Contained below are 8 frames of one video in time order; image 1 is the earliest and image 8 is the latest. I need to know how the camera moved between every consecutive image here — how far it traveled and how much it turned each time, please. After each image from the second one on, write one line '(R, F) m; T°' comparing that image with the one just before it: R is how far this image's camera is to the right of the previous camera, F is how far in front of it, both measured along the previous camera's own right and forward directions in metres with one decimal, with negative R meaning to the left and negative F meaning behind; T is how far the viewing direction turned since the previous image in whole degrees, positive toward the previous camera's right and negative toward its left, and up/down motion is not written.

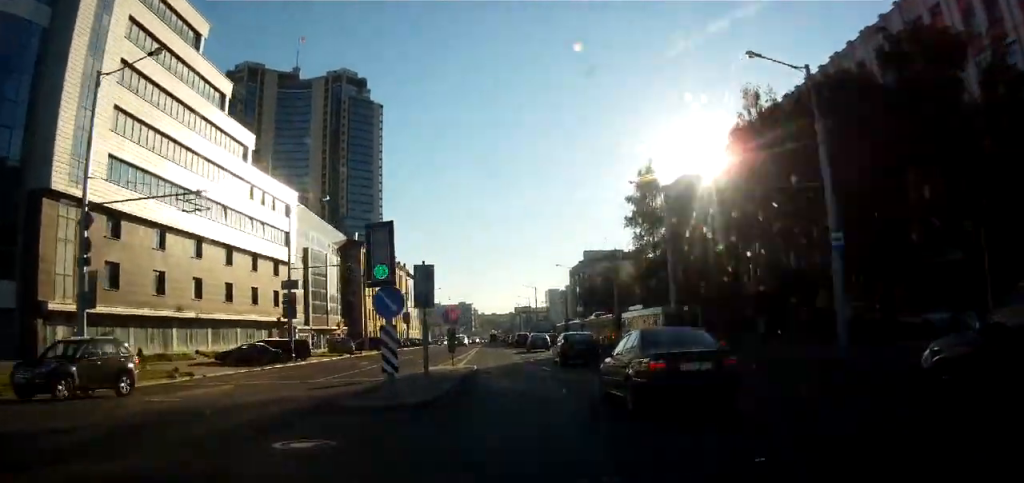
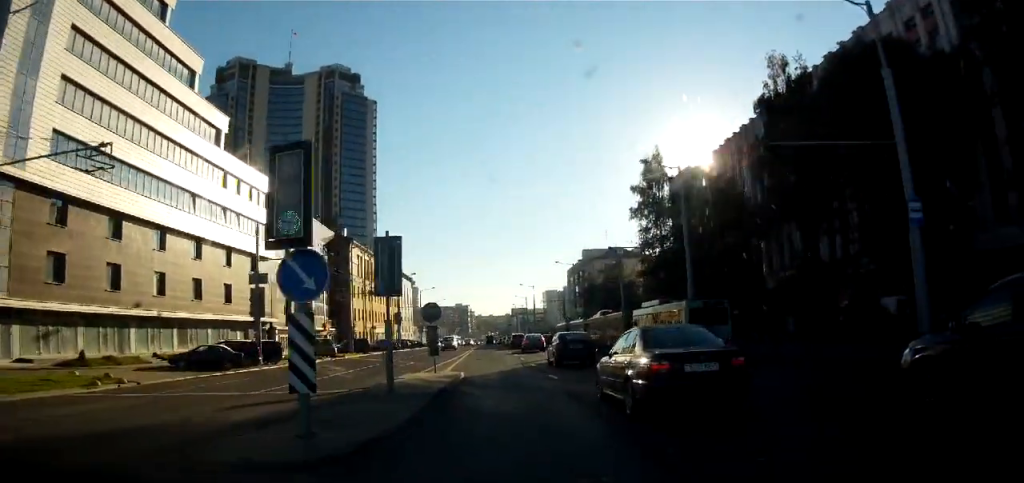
(-0.1, +5.5) m; -1°
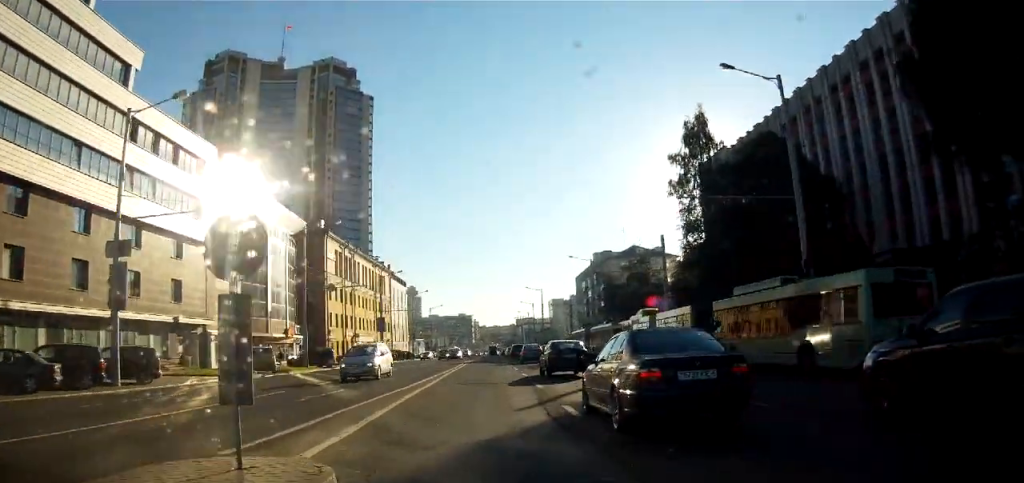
(-0.2, +16.9) m; -3°
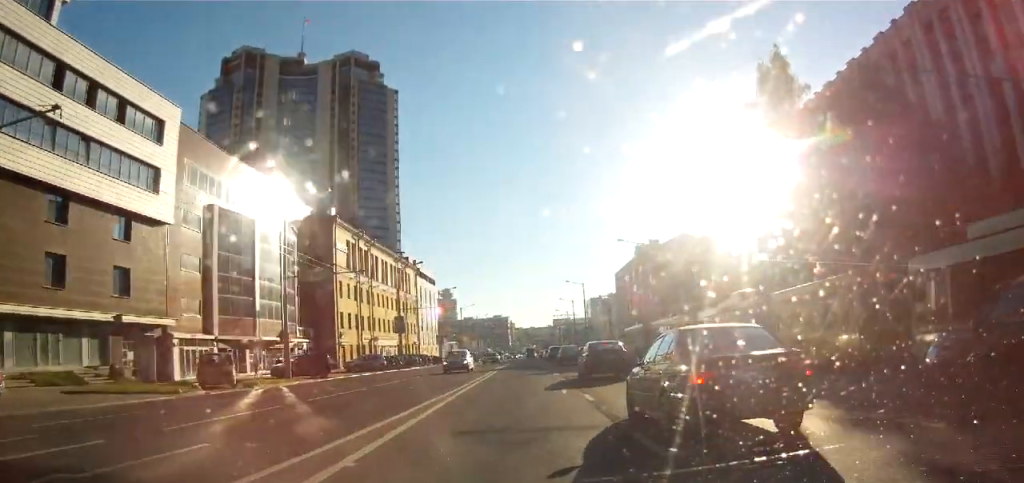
(-0.4, +12.4) m; 0°
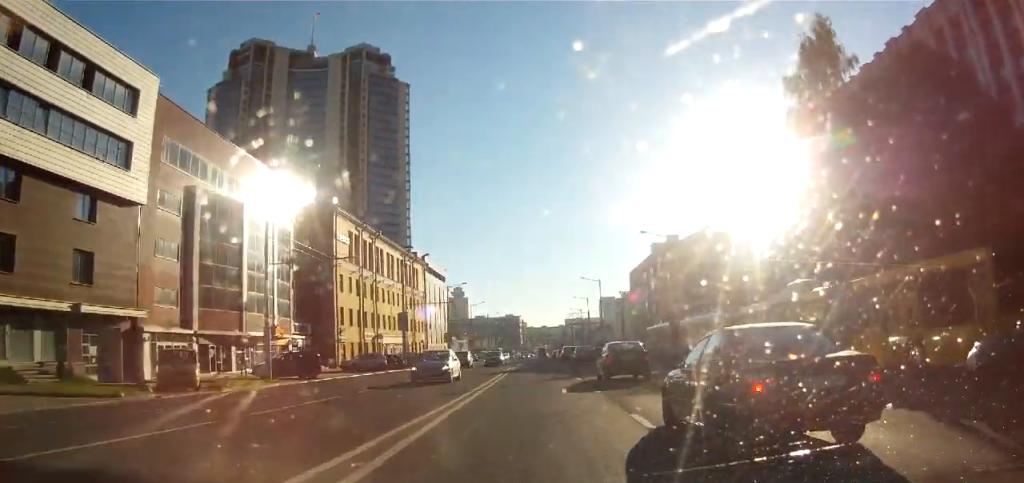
(+0.2, +5.4) m; 0°
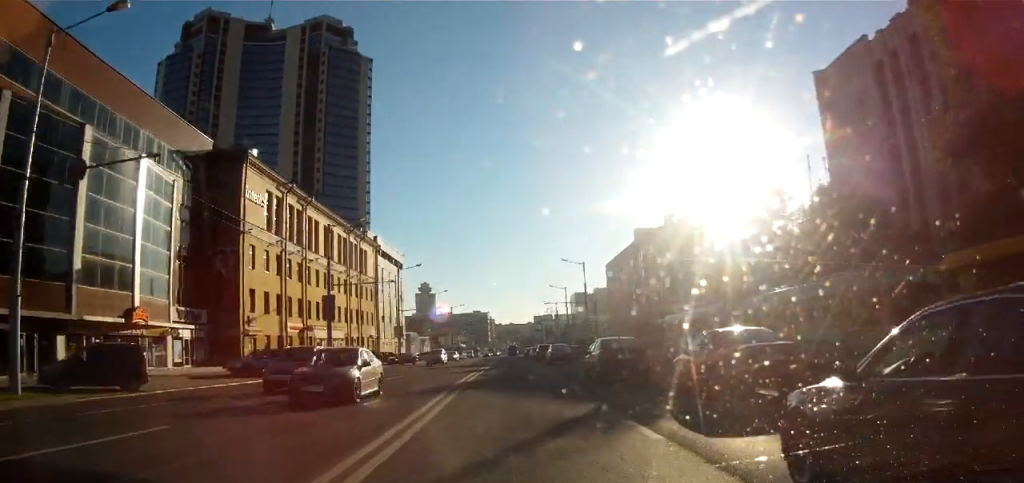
(-0.3, +17.4) m; 0°
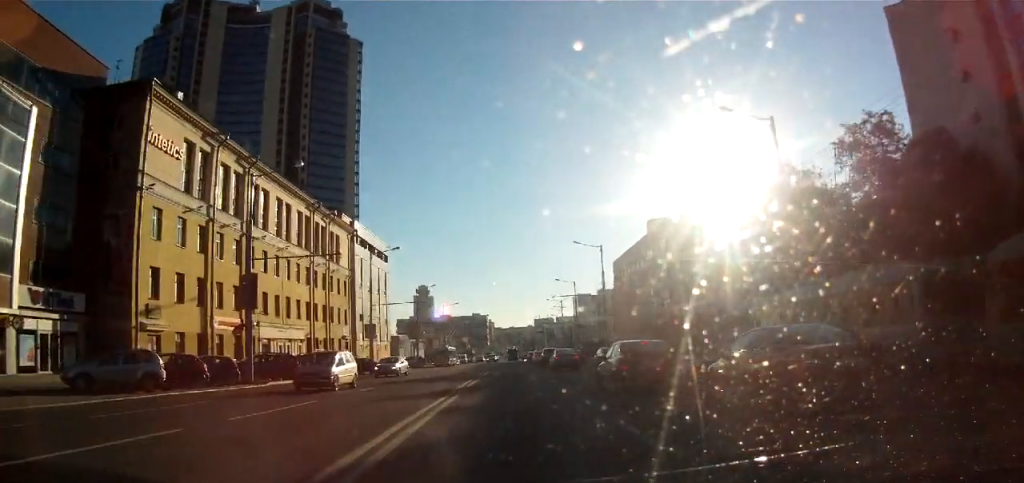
(+0.6, +15.4) m; +2°
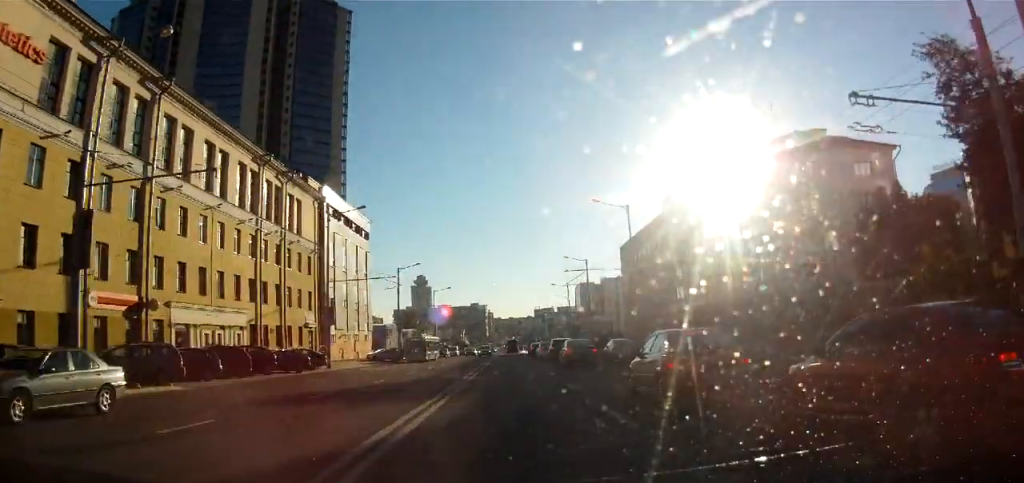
(0.0, +14.5) m; 0°
